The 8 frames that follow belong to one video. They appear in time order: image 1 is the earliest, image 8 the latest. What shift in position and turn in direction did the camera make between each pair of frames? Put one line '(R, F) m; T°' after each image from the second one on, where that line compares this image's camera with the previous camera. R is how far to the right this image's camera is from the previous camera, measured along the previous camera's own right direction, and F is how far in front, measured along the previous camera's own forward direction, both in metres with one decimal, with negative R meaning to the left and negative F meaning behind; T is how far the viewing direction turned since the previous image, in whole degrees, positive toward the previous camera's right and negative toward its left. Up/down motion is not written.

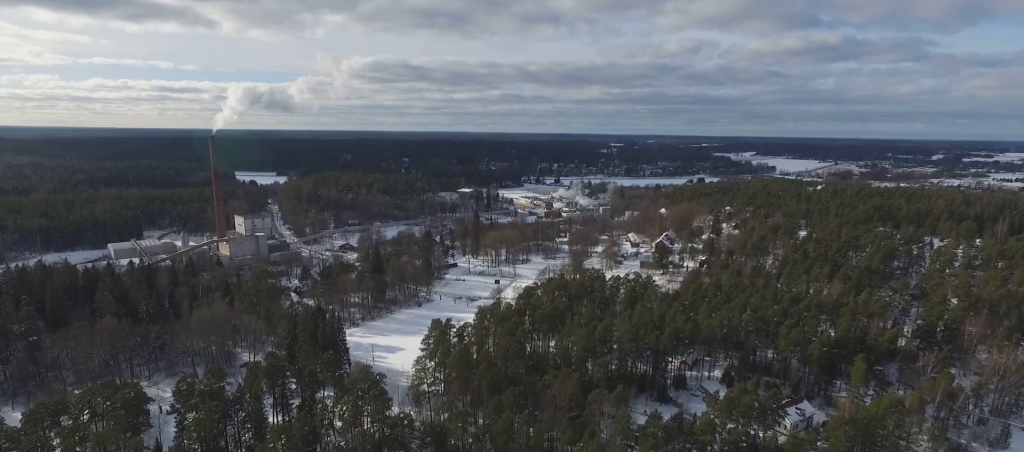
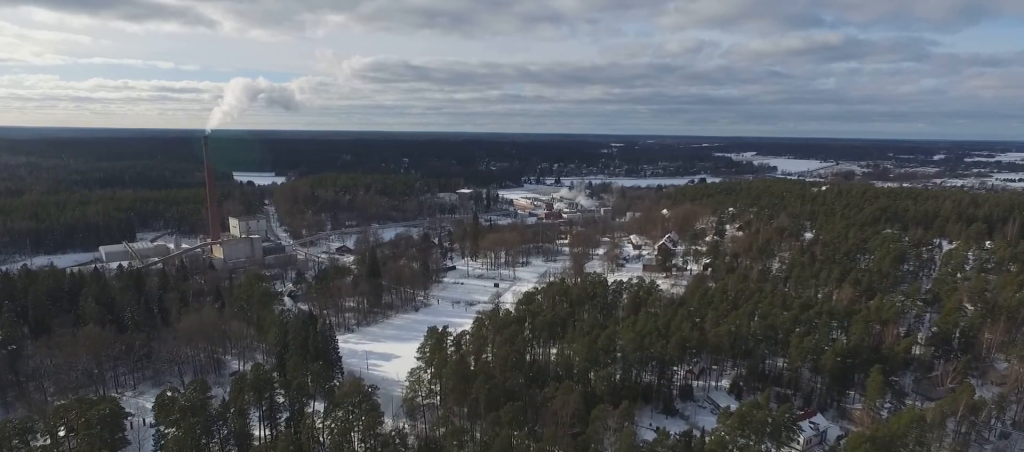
(+0.1, +9.2) m; +1°
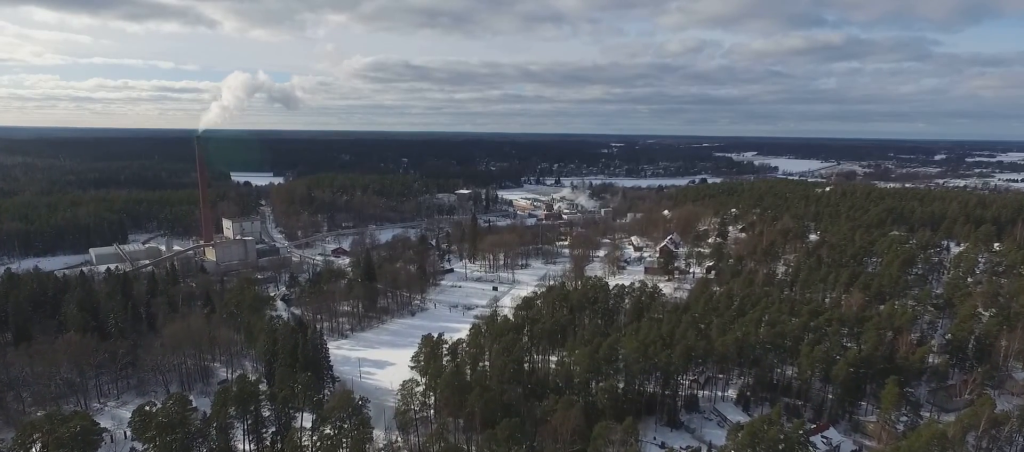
(0.0, +8.8) m; 0°
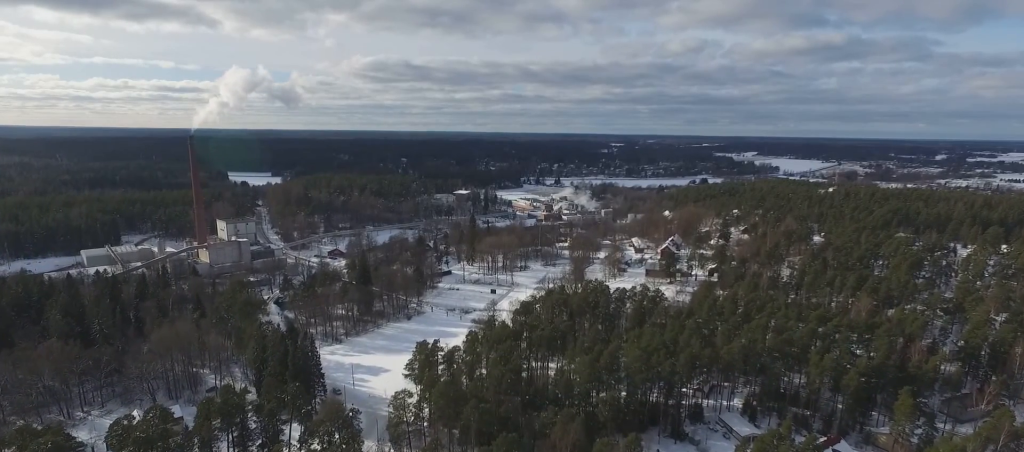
(0.0, +7.6) m; -1°
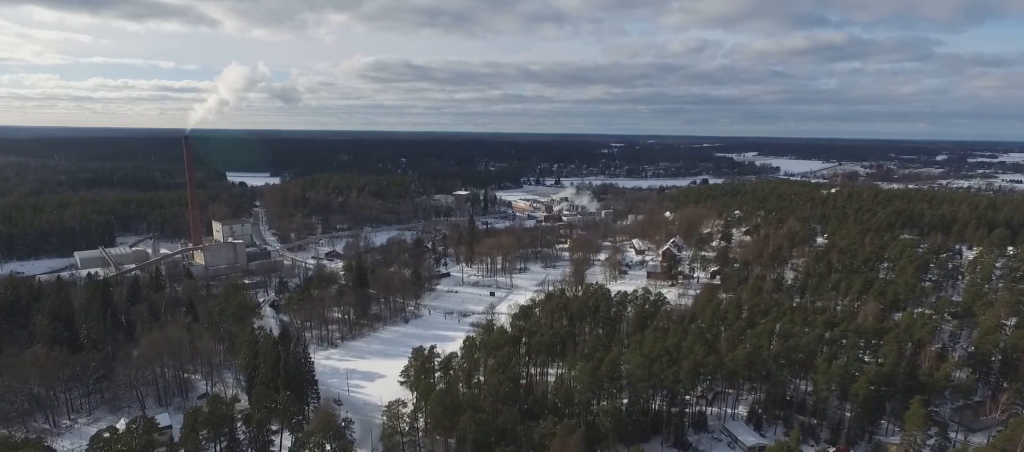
(0.0, +5.8) m; -1°
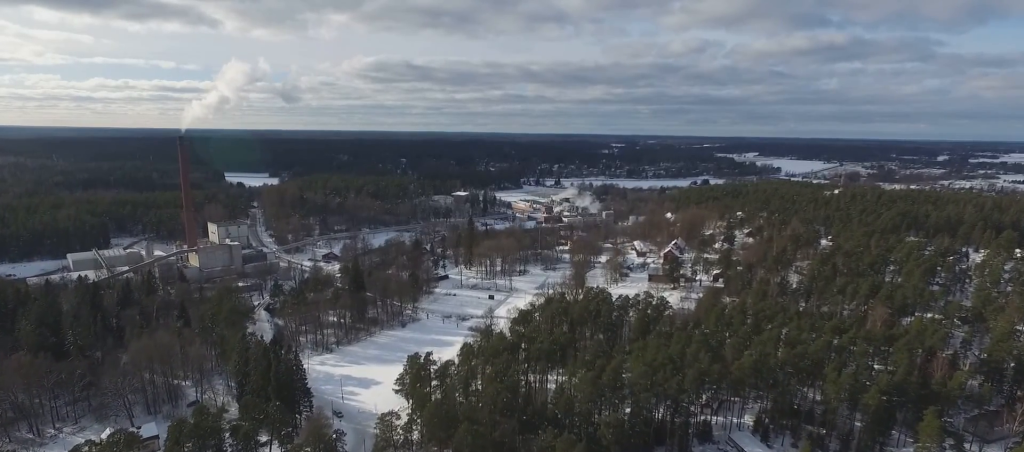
(-0.1, +6.4) m; -1°
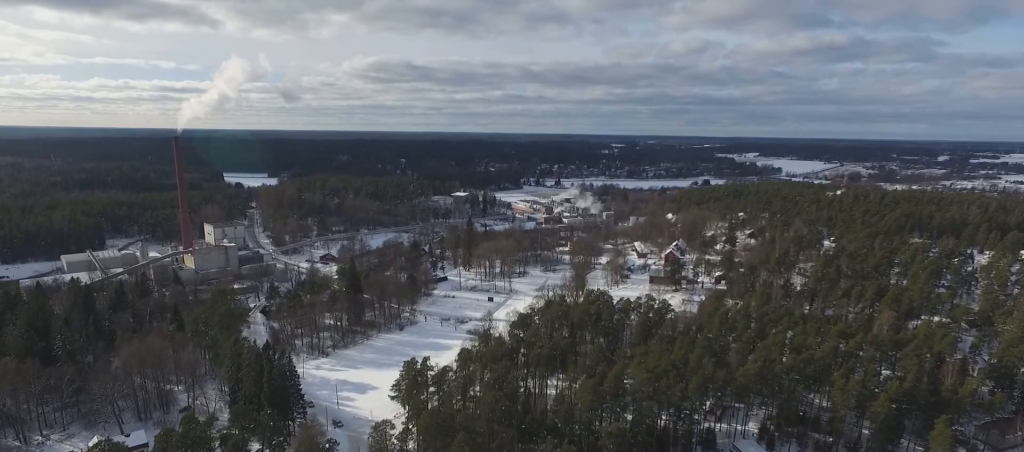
(0.0, +5.0) m; 0°
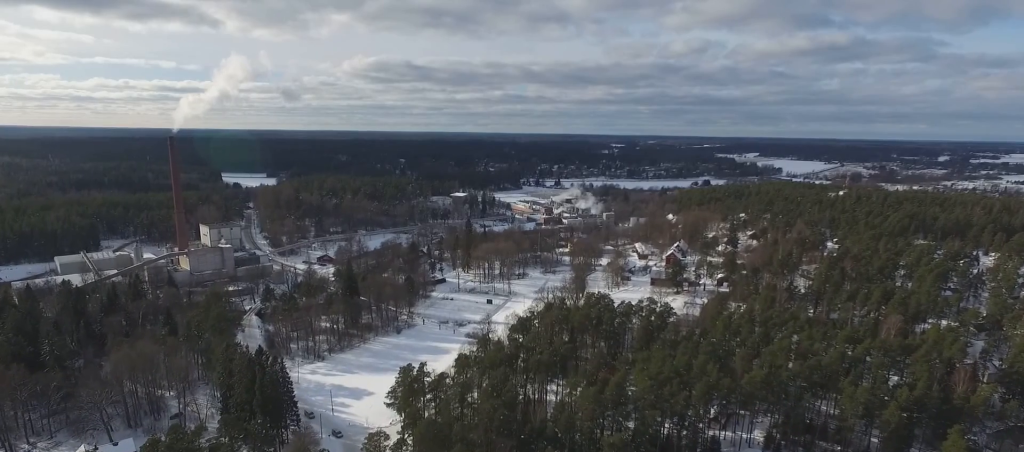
(0.0, +5.3) m; 0°
